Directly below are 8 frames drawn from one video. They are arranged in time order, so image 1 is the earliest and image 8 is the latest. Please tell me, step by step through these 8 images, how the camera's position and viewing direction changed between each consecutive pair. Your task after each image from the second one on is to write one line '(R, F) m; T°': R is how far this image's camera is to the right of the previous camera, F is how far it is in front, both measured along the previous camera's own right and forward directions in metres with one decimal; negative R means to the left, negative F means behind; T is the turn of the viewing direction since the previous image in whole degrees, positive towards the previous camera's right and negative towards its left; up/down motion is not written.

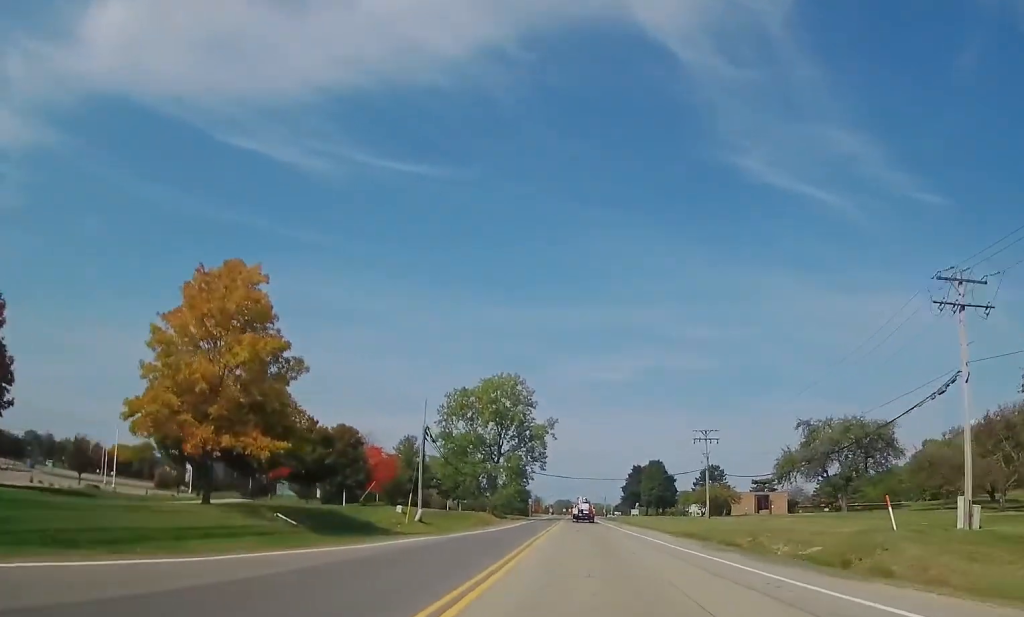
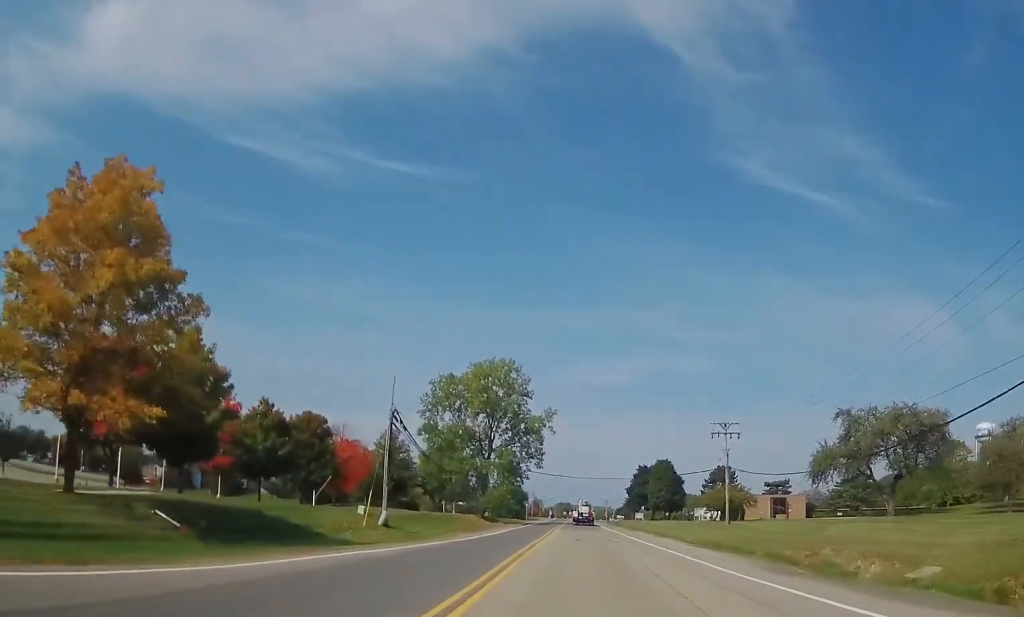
(+0.1, +10.6) m; 0°
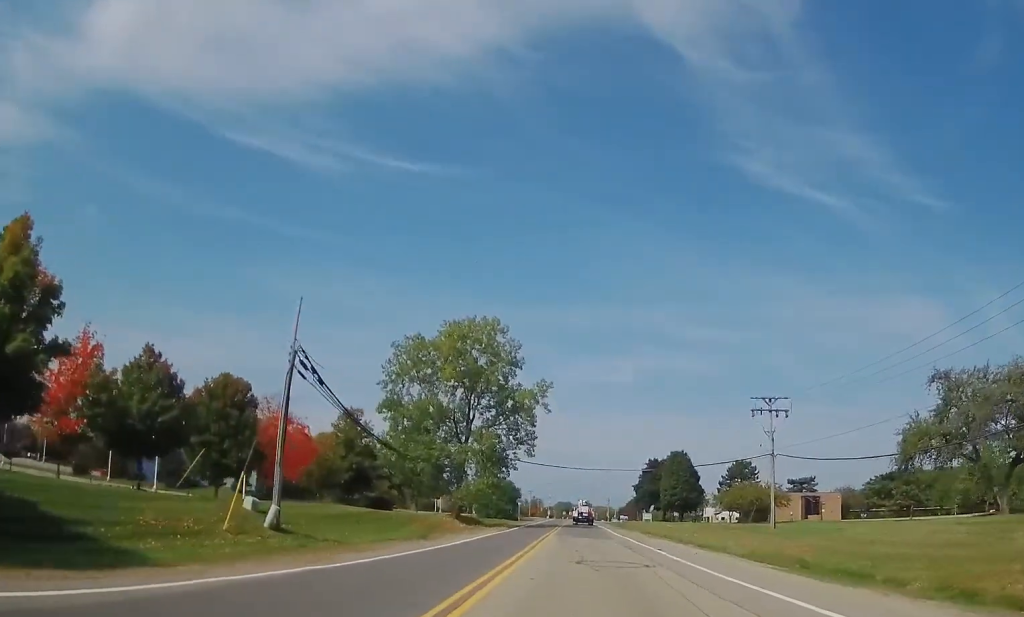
(-0.4, +17.3) m; 0°
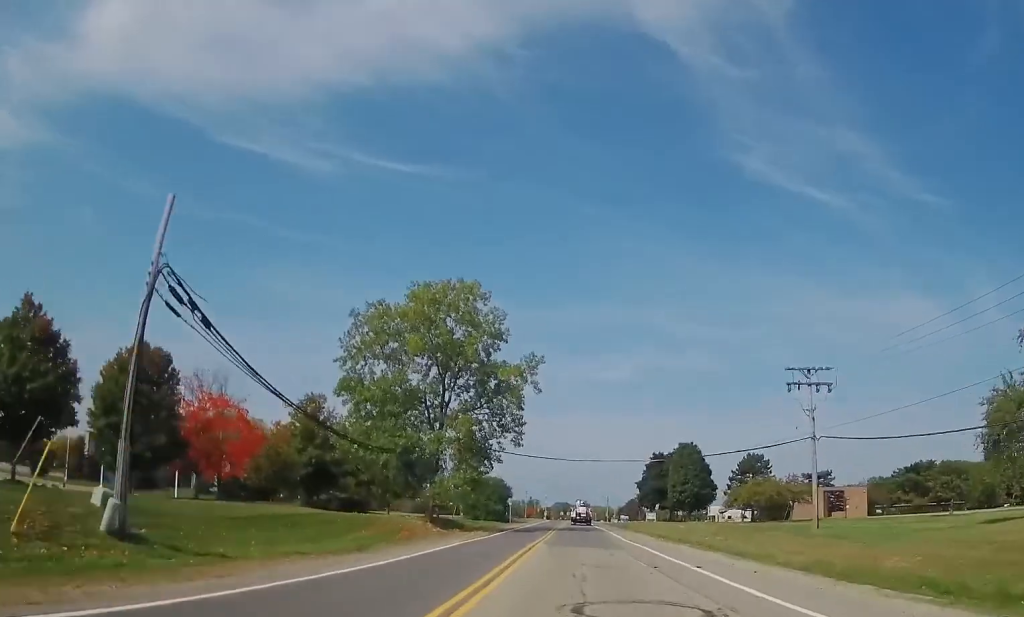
(+0.2, +11.1) m; 0°
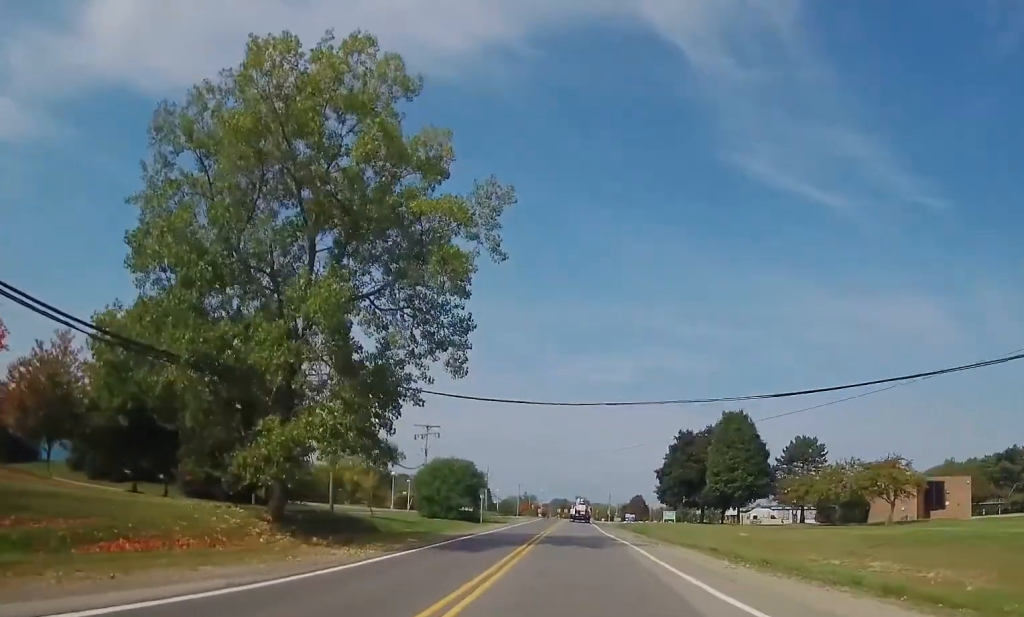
(+0.1, +27.9) m; +2°
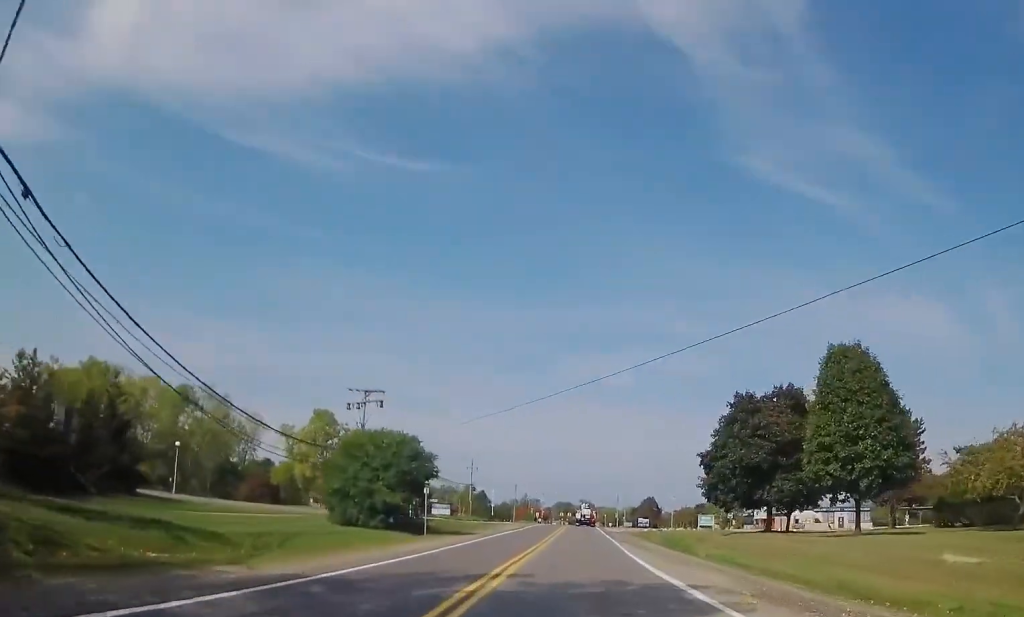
(+0.8, +26.0) m; 0°
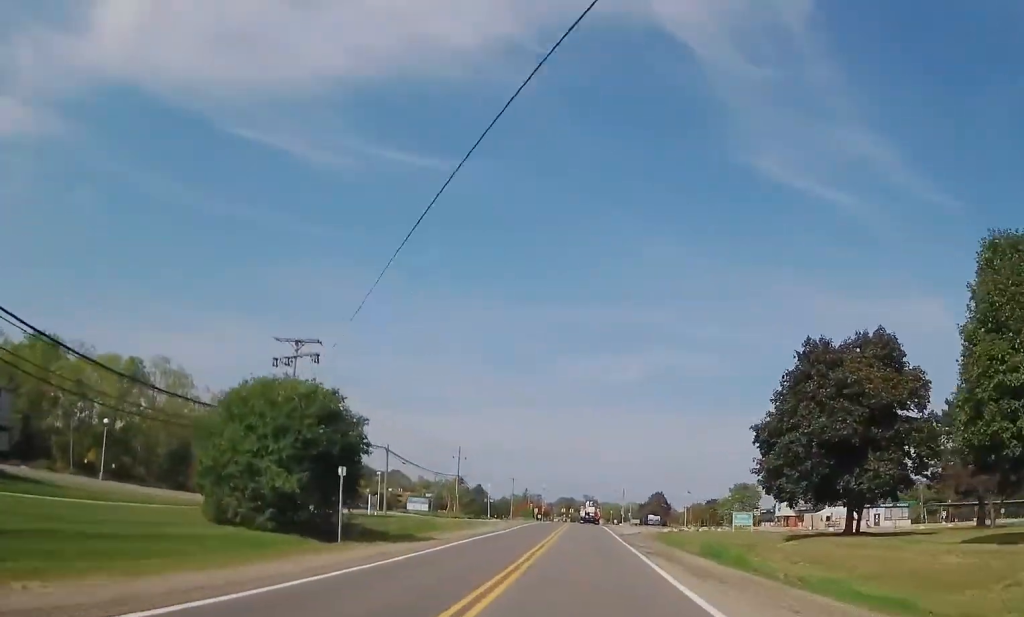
(-0.3, +15.4) m; -1°
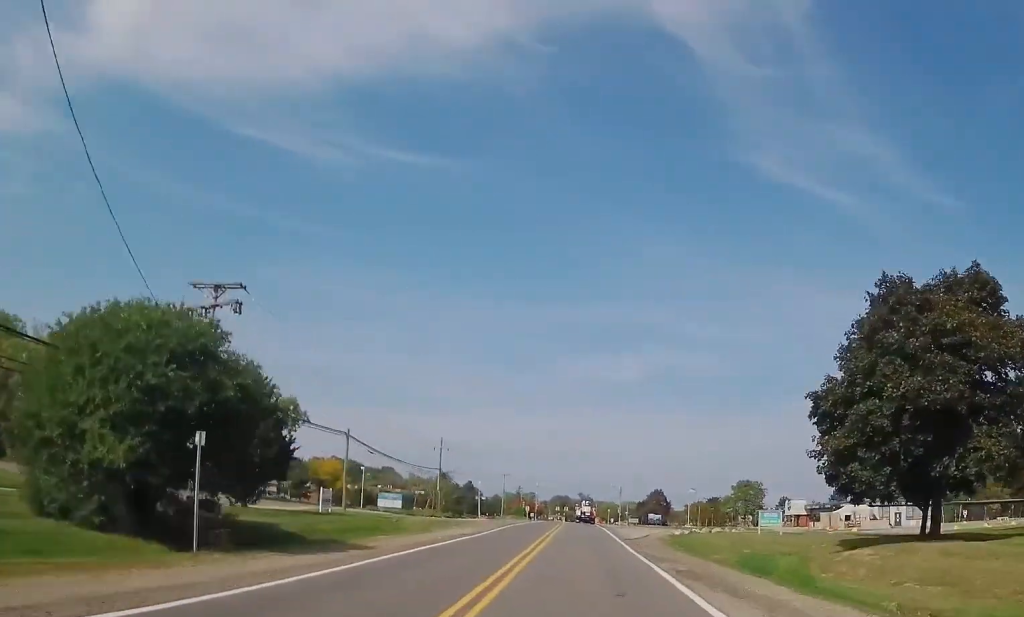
(-0.3, +10.0) m; 0°
